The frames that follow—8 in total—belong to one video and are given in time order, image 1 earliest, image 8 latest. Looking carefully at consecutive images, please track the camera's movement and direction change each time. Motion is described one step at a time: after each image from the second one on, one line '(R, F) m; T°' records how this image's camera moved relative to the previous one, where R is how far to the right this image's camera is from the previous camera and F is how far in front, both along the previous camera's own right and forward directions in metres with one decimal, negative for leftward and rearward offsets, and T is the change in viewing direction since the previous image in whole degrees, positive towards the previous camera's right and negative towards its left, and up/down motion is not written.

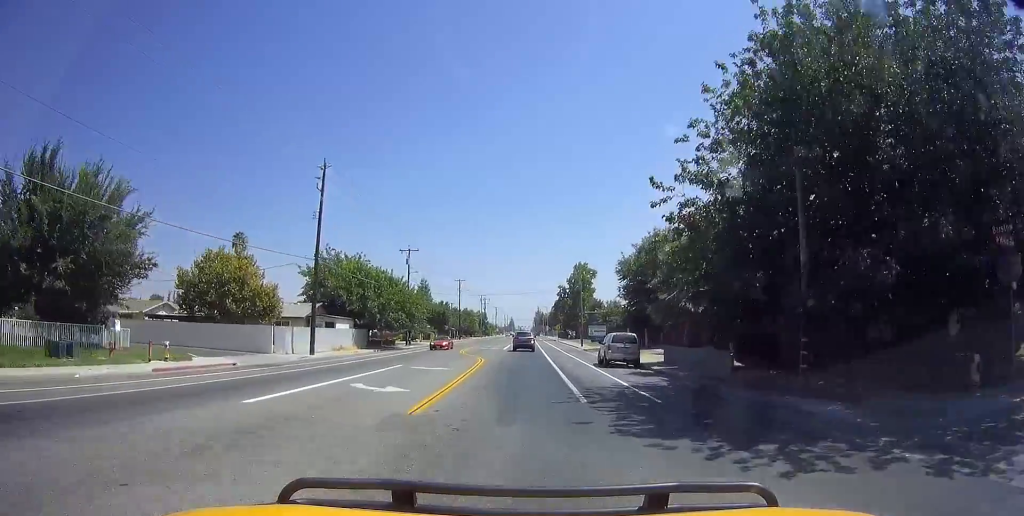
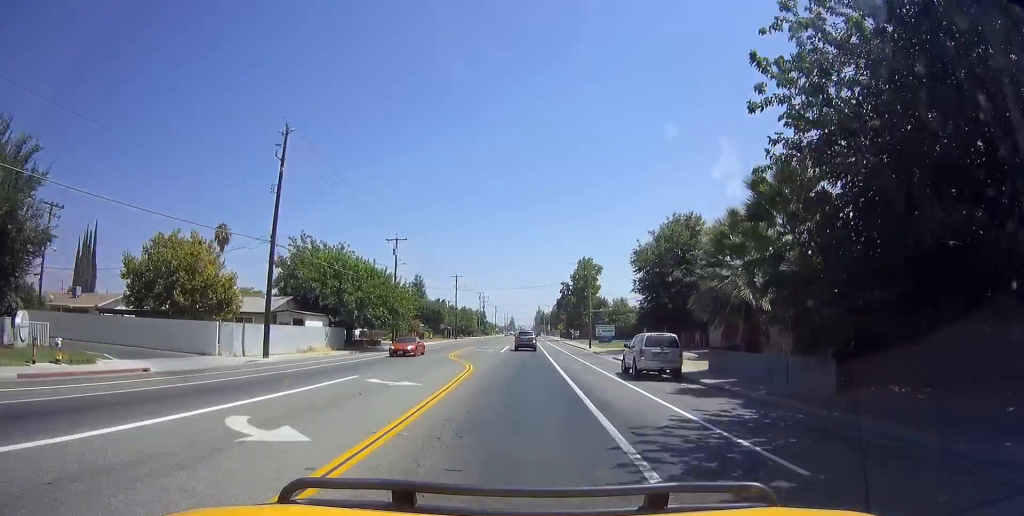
(0.0, +6.9) m; 0°
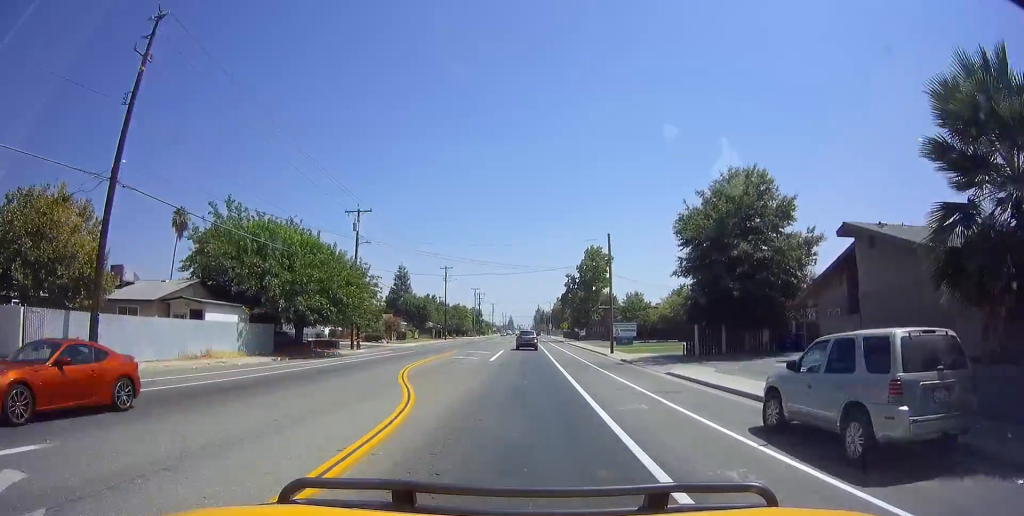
(0.0, +13.6) m; 0°
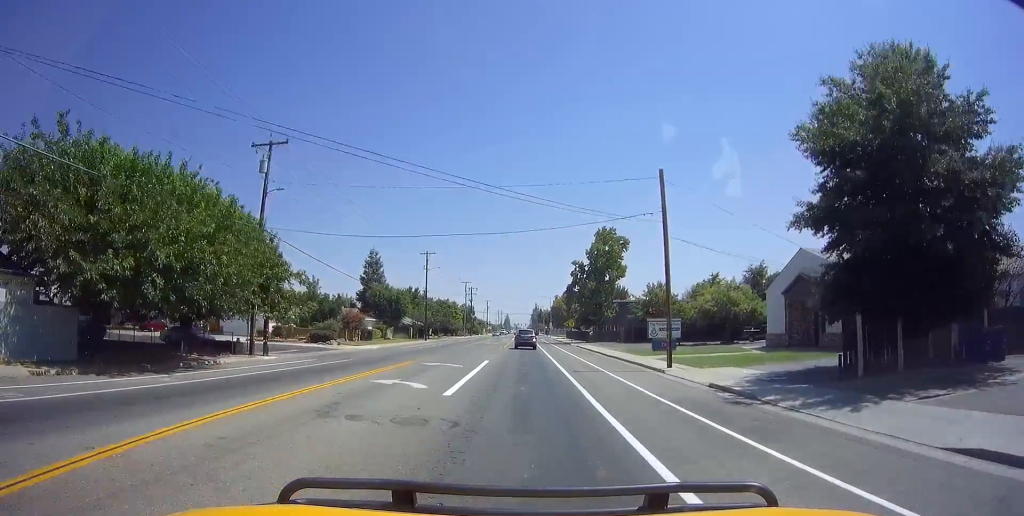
(0.0, +16.4) m; 0°
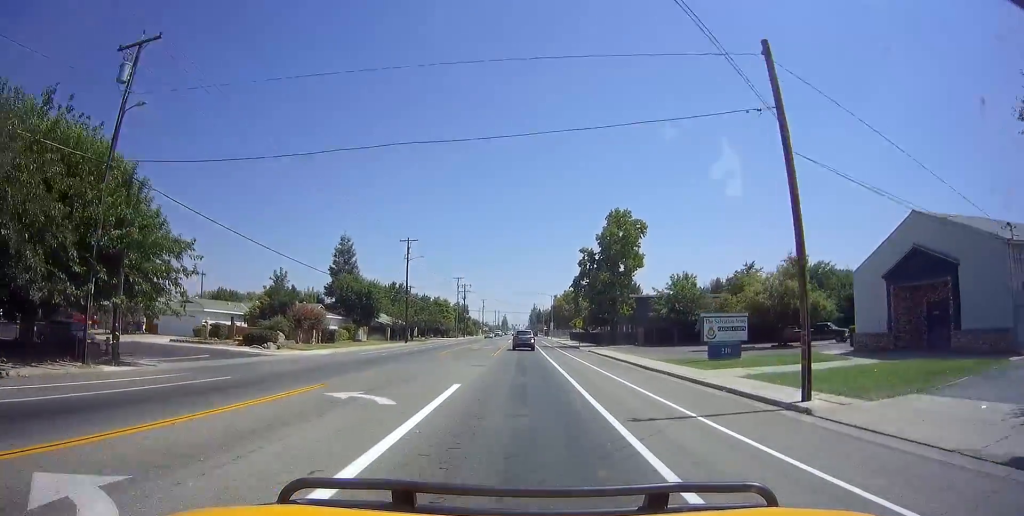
(0.0, +12.2) m; 0°
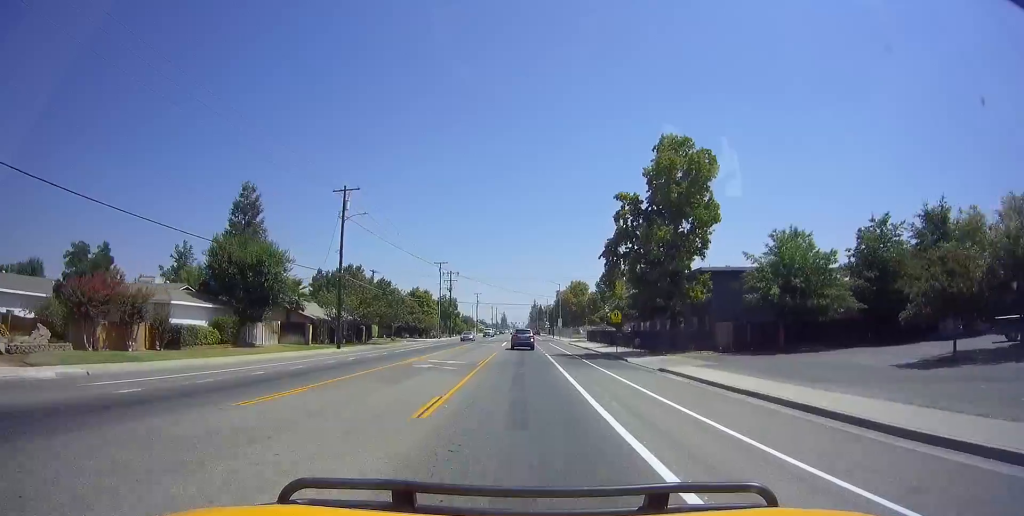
(0.0, +25.1) m; 0°
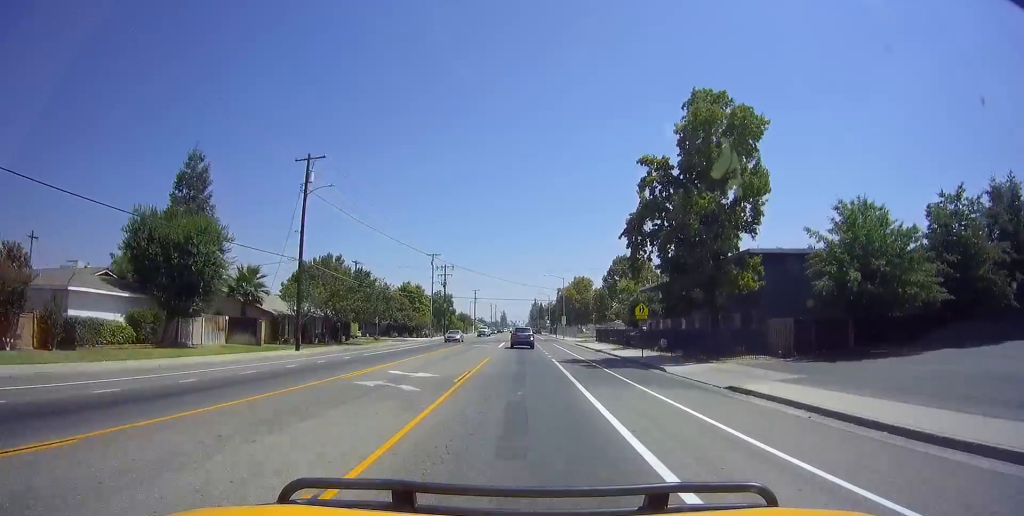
(0.0, +8.2) m; 0°
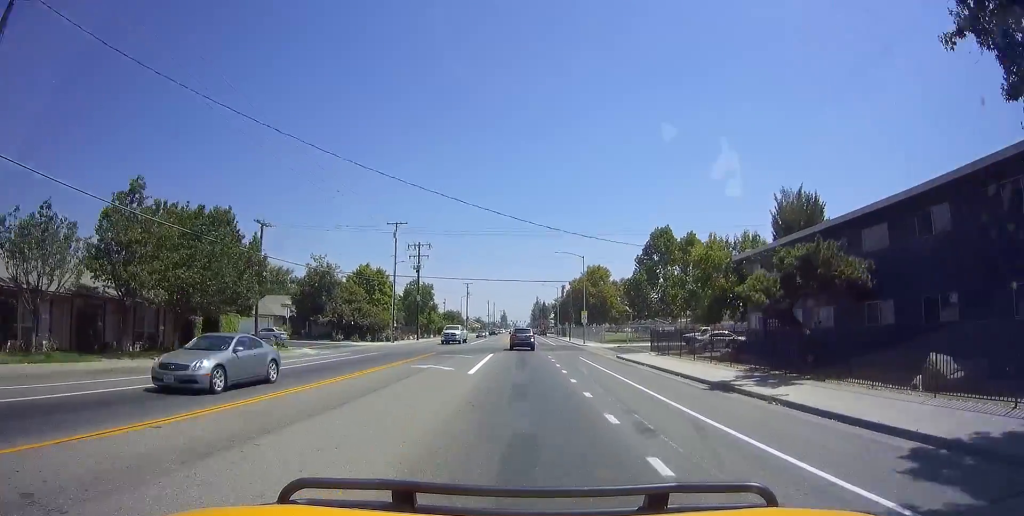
(+0.1, +25.8) m; 0°
